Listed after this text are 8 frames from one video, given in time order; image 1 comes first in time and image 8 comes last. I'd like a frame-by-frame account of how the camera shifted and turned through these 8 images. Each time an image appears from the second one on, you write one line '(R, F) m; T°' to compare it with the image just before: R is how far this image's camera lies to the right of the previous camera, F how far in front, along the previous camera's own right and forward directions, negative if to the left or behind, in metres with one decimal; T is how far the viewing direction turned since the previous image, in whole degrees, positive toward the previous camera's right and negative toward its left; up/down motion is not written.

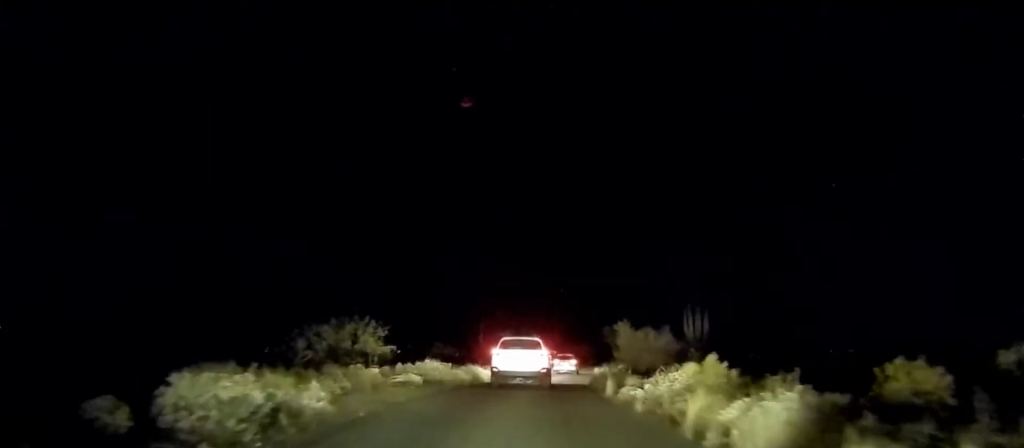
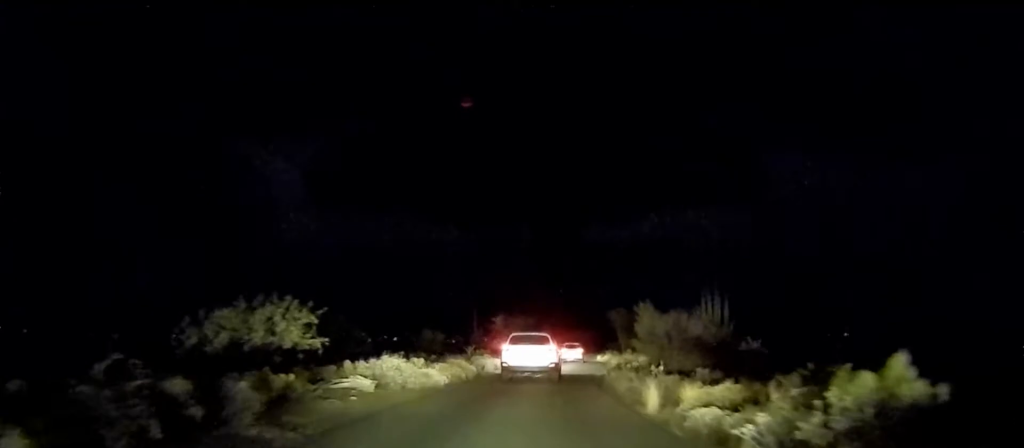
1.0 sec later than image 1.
(-0.4, +4.6) m; -2°
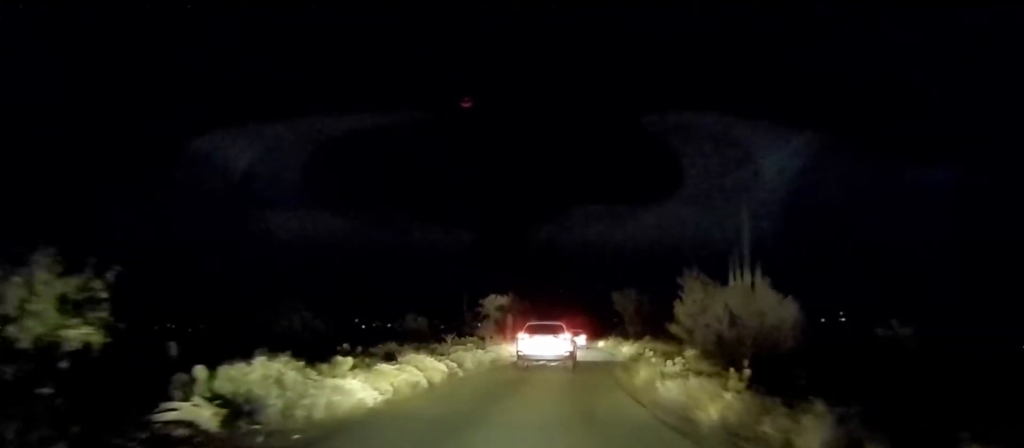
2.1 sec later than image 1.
(+0.4, +5.6) m; +5°
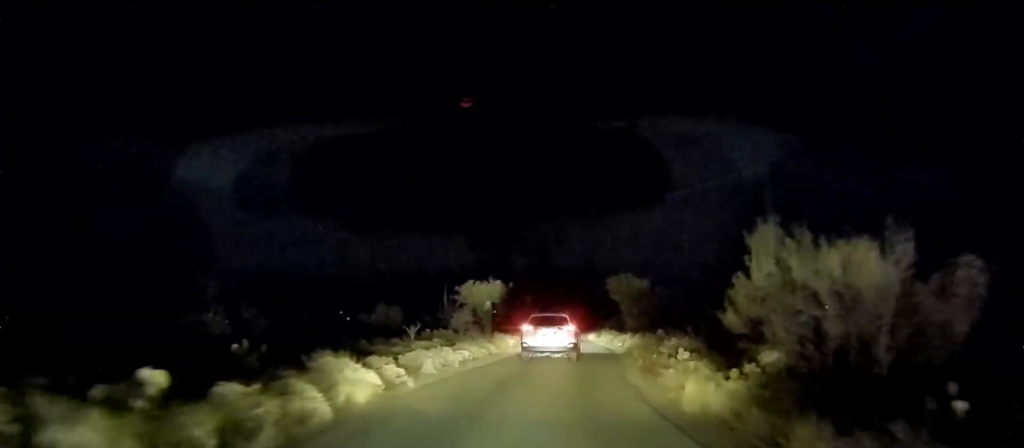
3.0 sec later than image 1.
(+0.1, +4.9) m; +1°
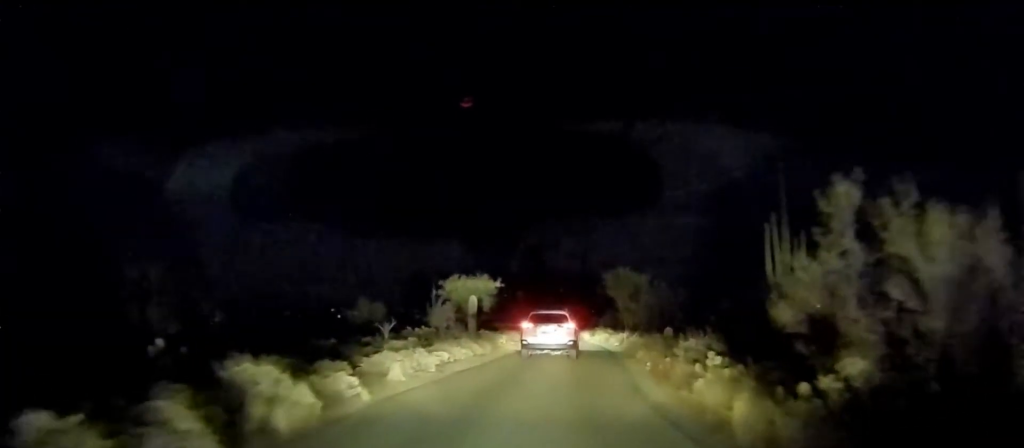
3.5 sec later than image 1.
(0.0, +2.4) m; 0°
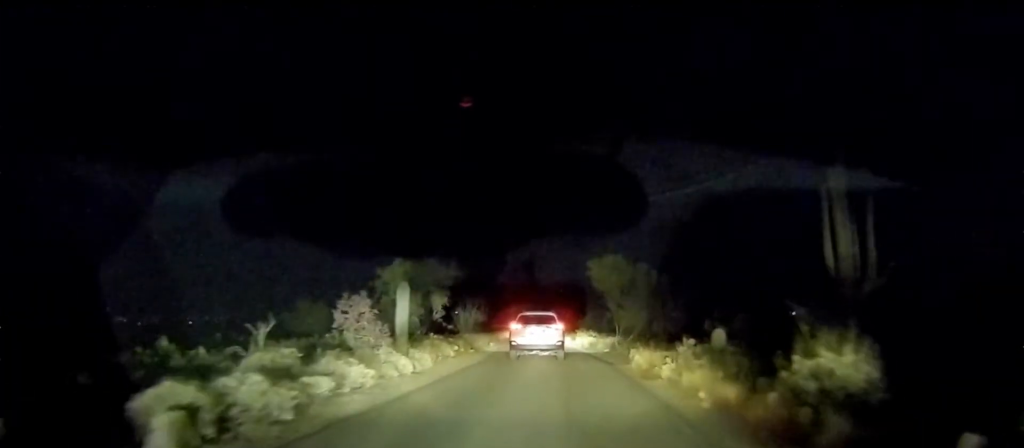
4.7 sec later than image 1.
(0.0, +6.9) m; 0°
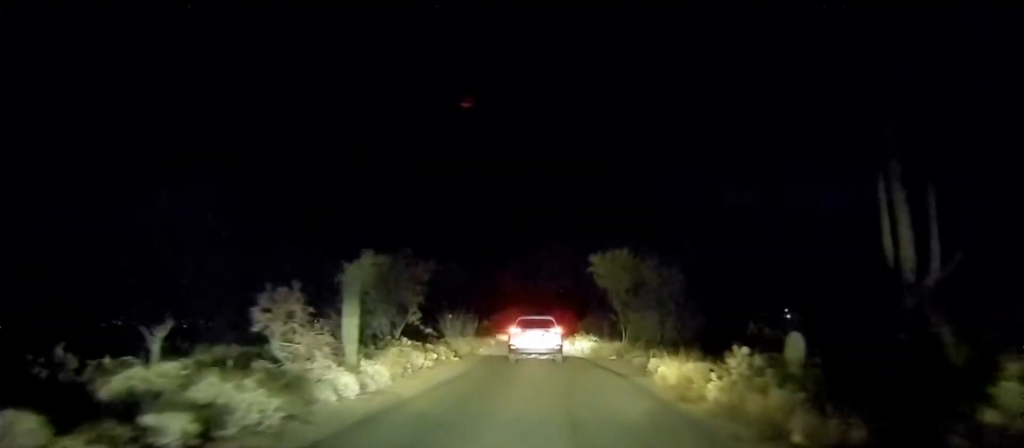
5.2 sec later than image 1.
(0.0, +3.3) m; 0°
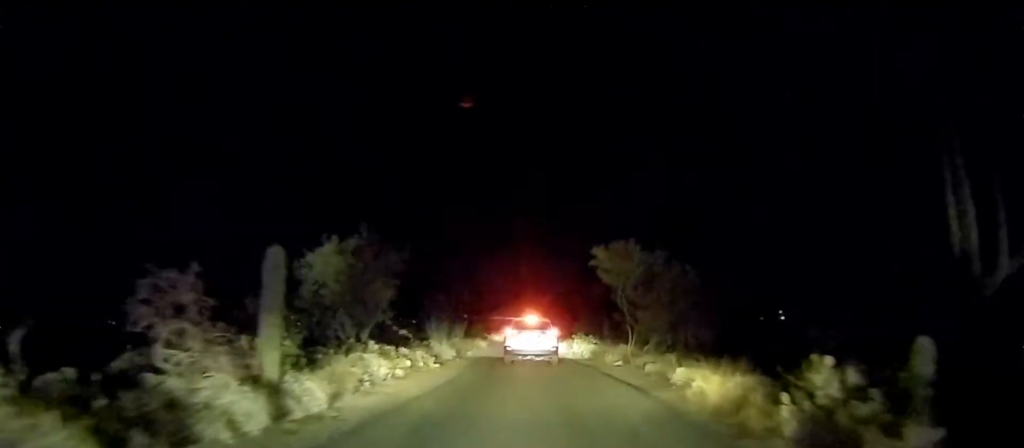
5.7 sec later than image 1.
(0.0, +2.8) m; 0°
